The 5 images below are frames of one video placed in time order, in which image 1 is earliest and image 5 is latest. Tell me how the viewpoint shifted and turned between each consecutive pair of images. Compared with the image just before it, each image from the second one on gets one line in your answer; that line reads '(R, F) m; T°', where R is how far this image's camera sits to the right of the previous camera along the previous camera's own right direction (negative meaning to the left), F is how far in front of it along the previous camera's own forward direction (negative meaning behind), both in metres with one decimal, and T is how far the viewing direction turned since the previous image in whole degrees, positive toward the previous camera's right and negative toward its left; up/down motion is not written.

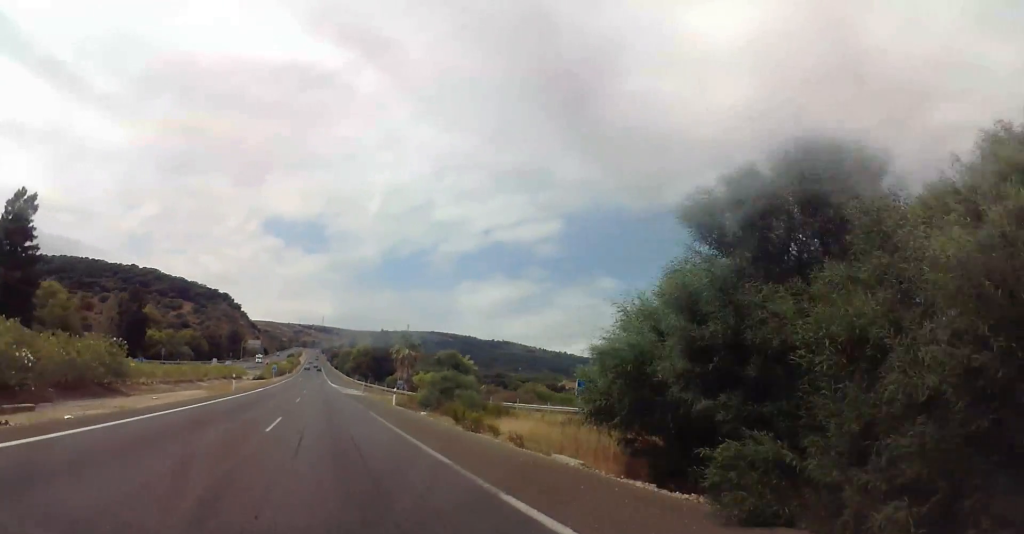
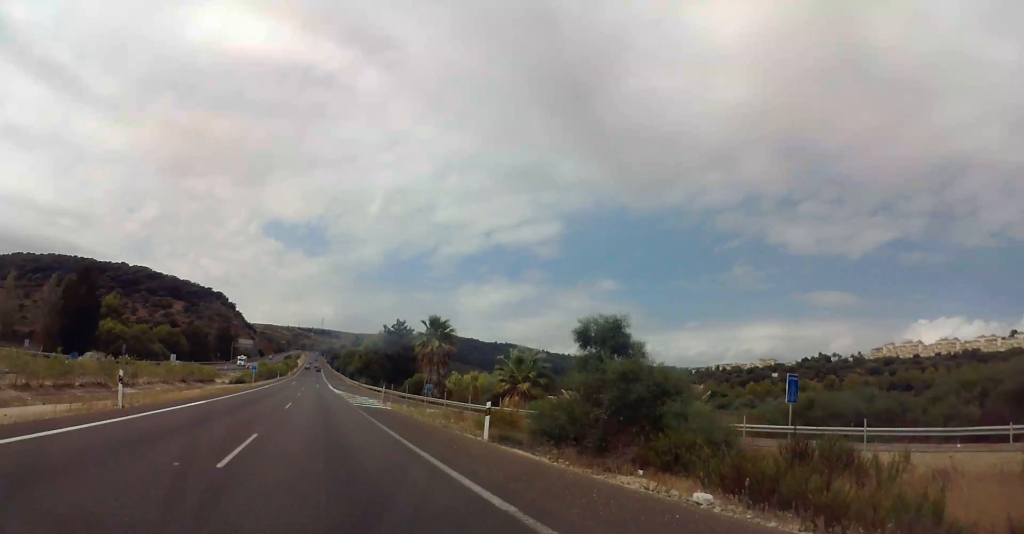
(+0.5, +28.6) m; 0°
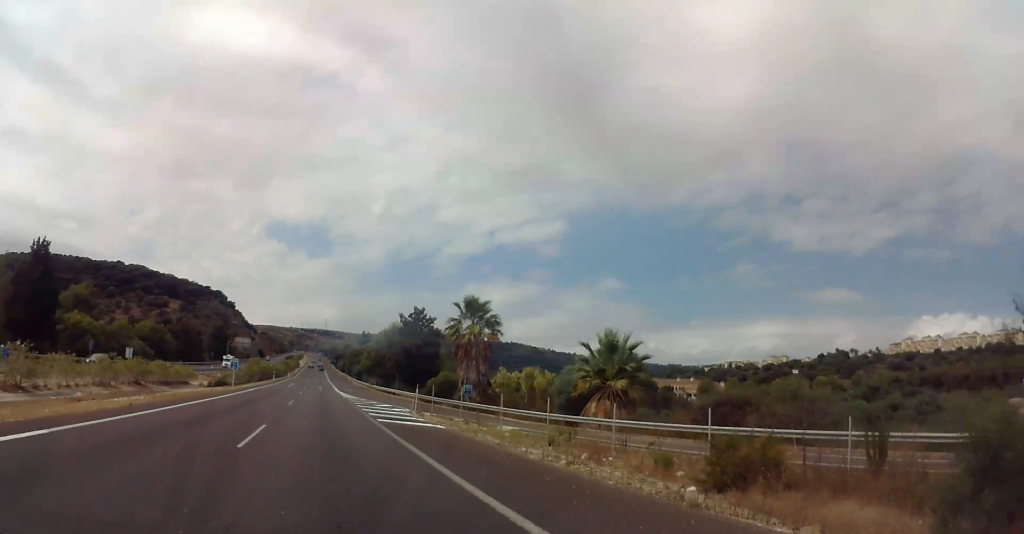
(-0.5, +17.8) m; -1°
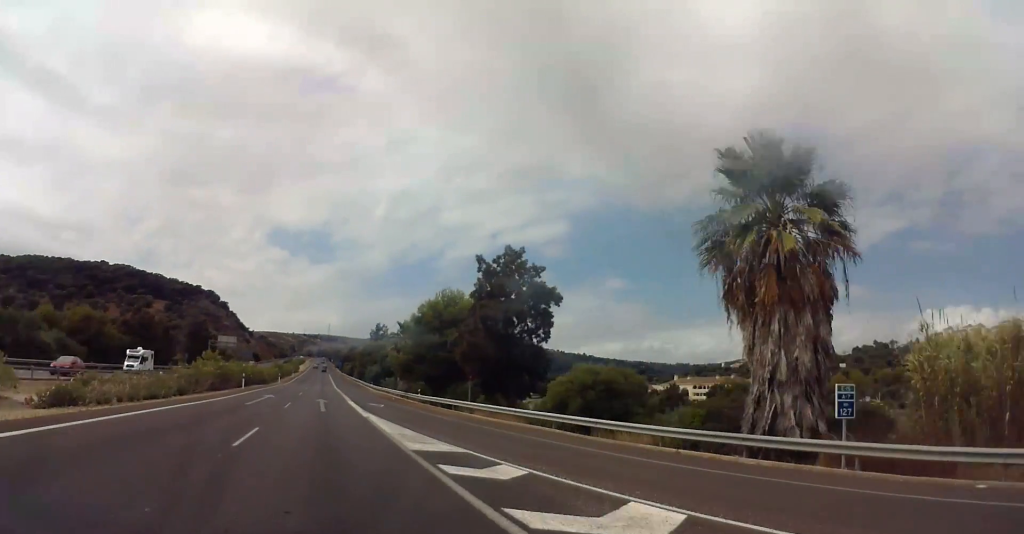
(+0.3, +40.4) m; +1°
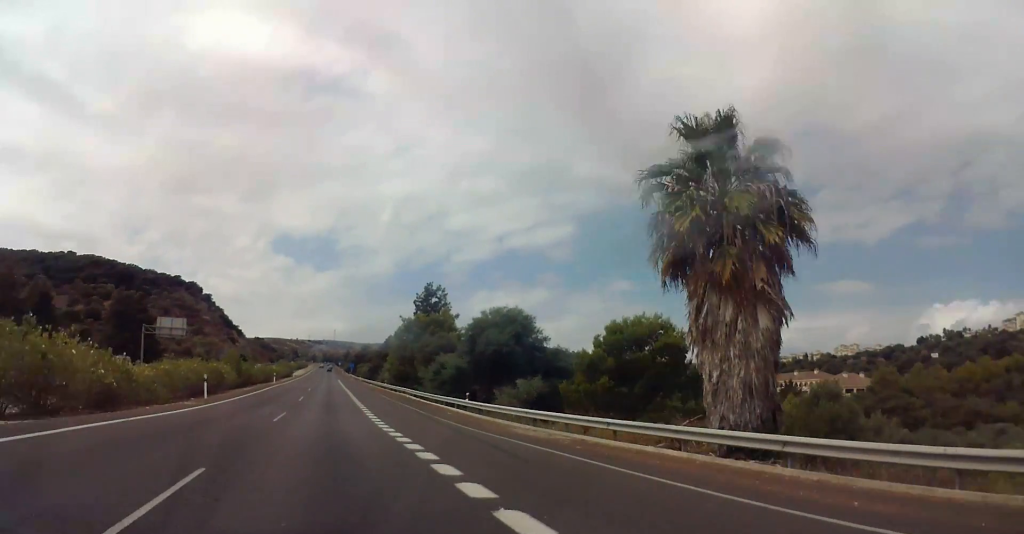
(-0.8, +69.9) m; 0°
